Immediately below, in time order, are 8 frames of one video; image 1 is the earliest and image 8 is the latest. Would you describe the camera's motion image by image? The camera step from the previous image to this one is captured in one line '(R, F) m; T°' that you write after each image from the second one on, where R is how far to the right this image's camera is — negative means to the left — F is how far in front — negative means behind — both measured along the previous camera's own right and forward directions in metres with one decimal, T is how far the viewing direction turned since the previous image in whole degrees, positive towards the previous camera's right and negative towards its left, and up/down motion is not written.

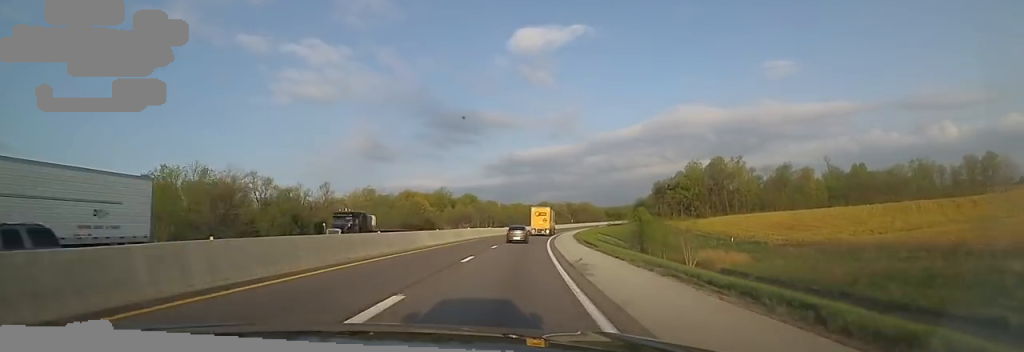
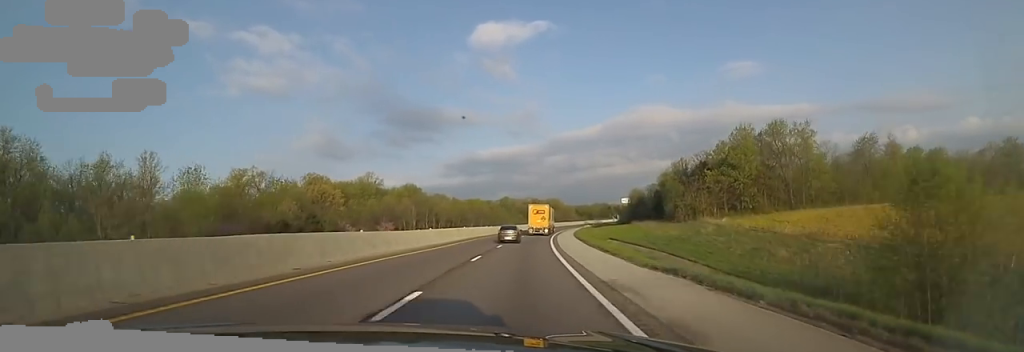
(+1.6, +48.9) m; +5°
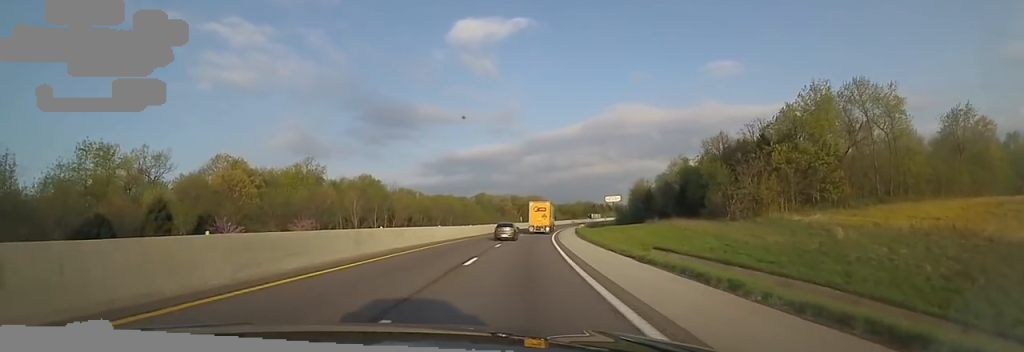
(+0.9, +27.7) m; +4°
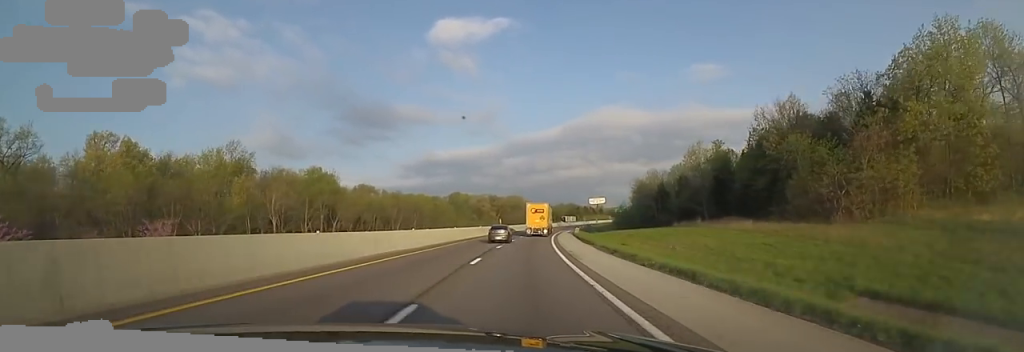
(+0.8, +23.1) m; +2°
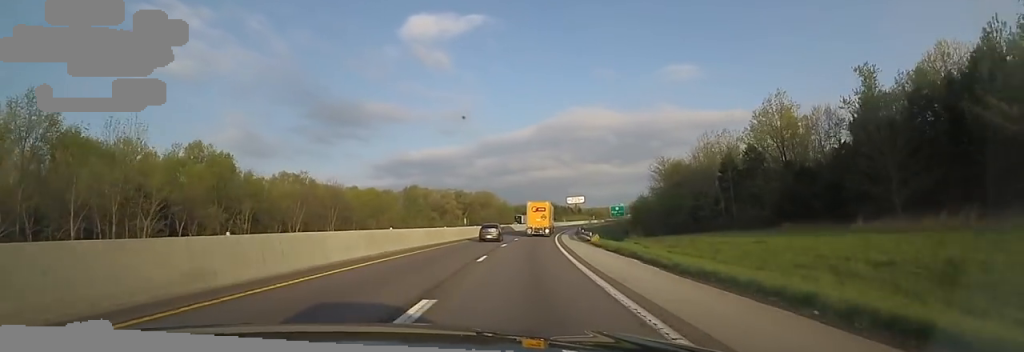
(+0.4, +36.1) m; +5°
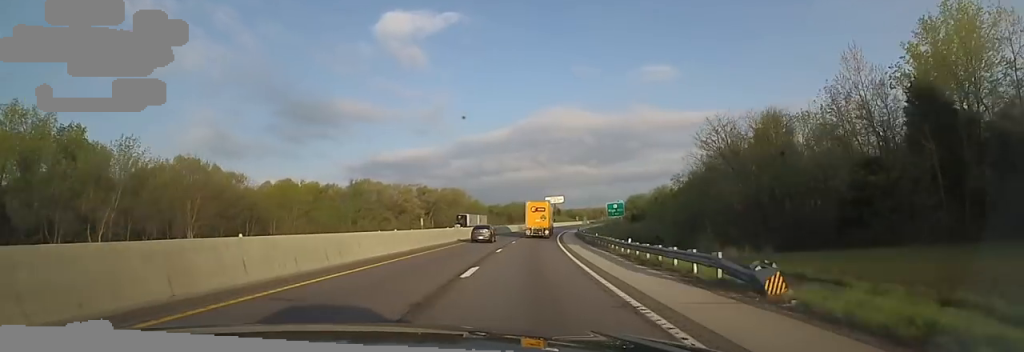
(+2.3, +30.0) m; +2°
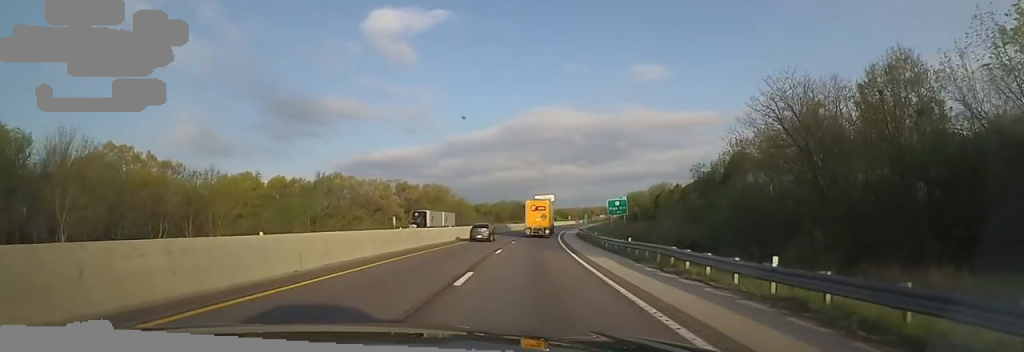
(-0.2, +14.6) m; +1°
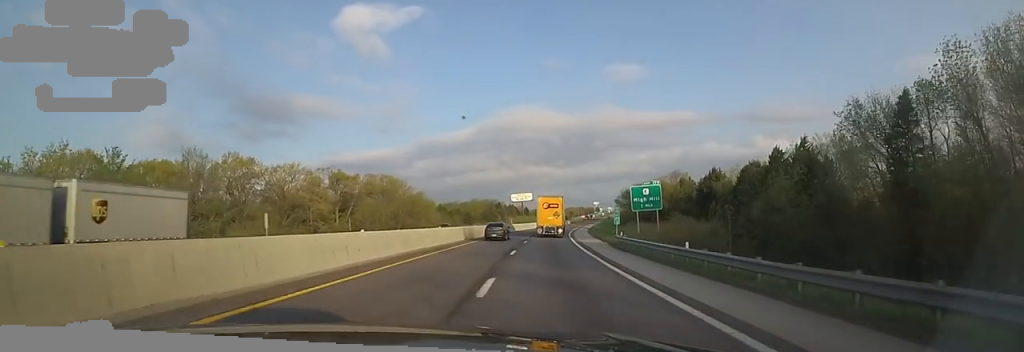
(+0.5, +39.1) m; +3°
